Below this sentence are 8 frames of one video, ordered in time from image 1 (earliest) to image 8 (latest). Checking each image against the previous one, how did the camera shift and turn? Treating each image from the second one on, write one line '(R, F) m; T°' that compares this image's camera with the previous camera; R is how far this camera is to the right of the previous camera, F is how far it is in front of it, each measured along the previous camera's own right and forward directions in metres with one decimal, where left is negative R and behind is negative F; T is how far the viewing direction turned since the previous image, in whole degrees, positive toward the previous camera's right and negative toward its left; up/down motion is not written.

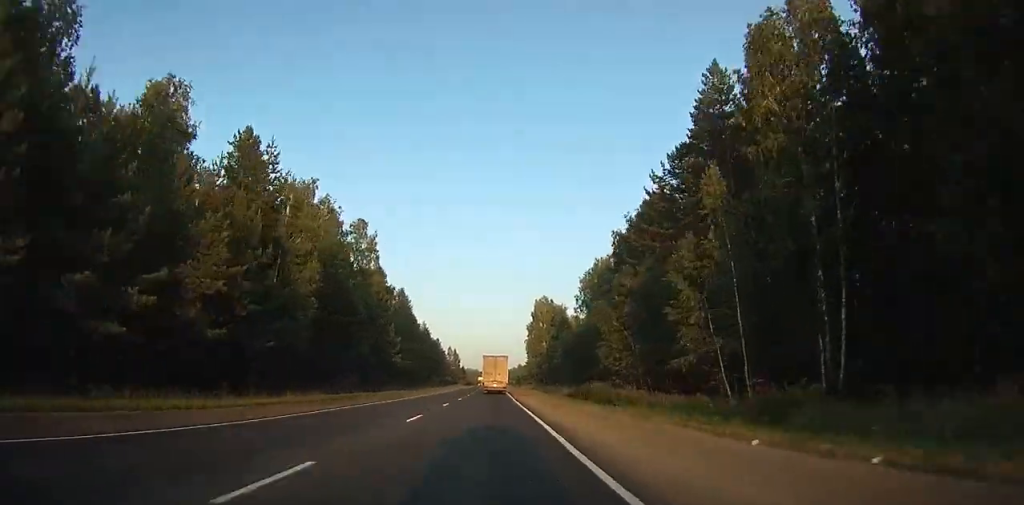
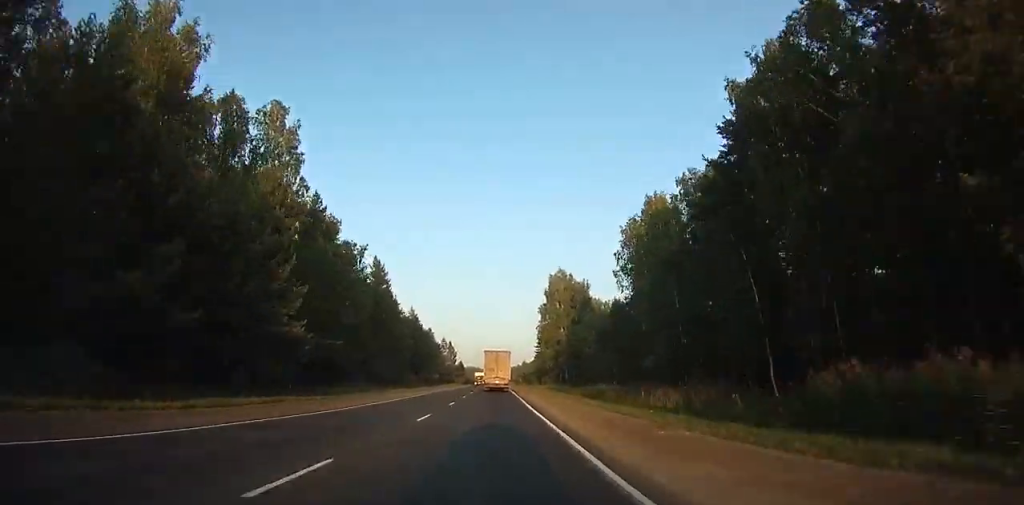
(+0.7, +34.8) m; 0°
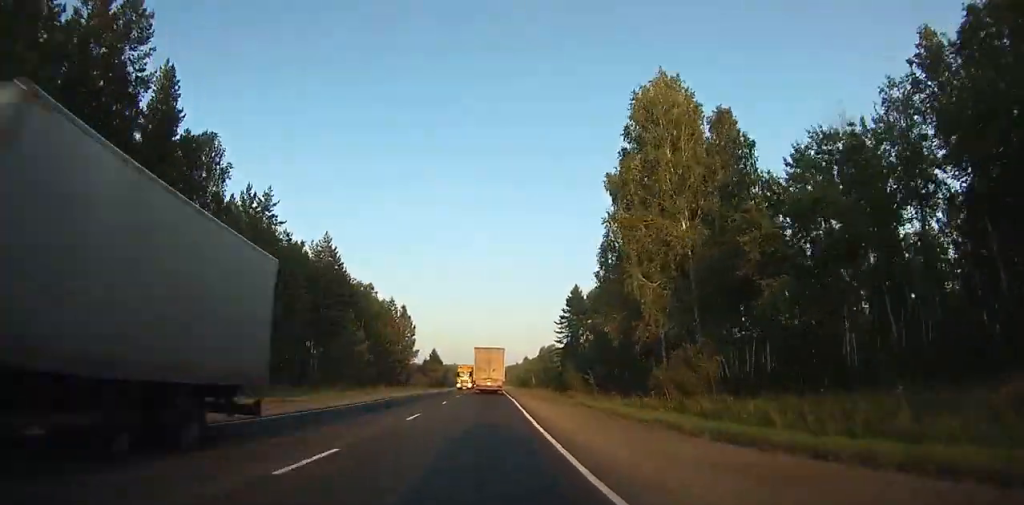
(+1.5, +80.5) m; -2°
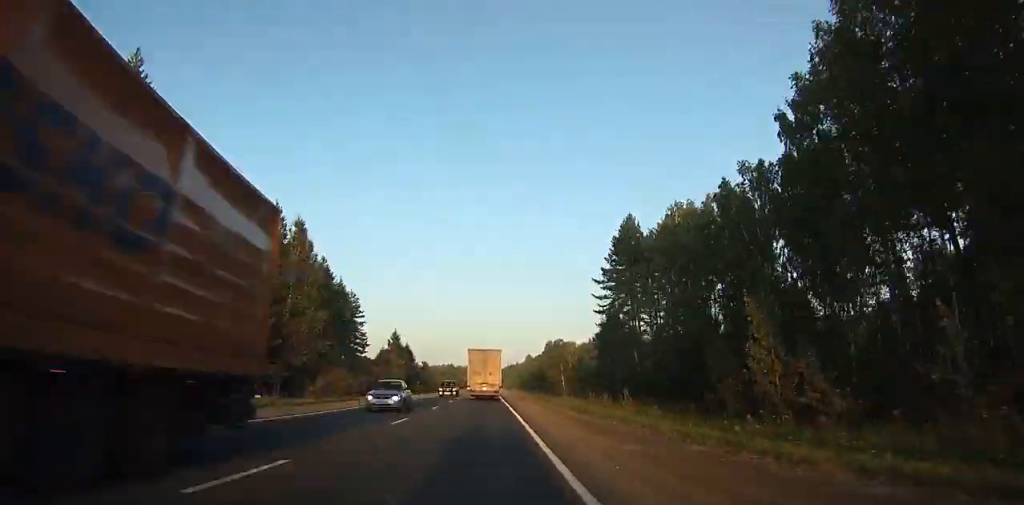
(-3.2, +47.9) m; -2°
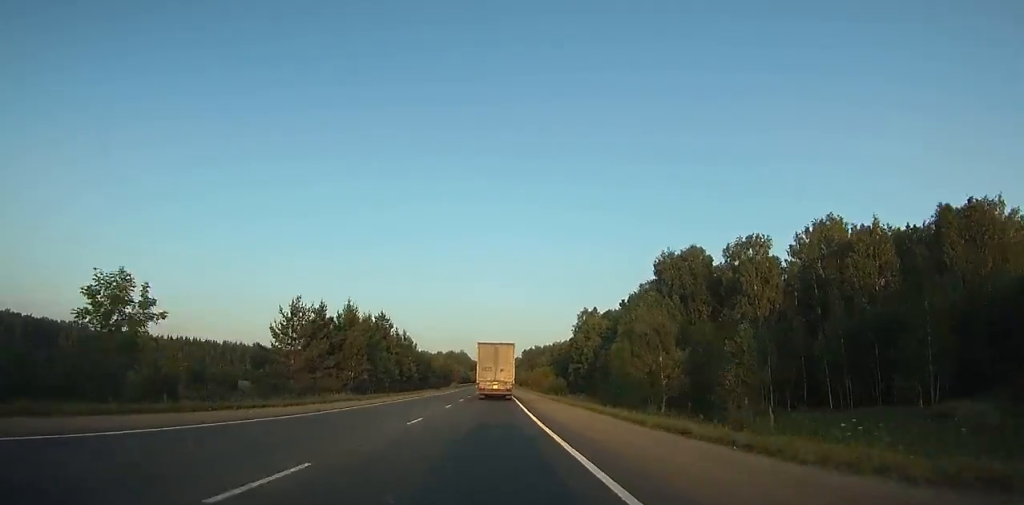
(+7.4, +181.2) m; -1°
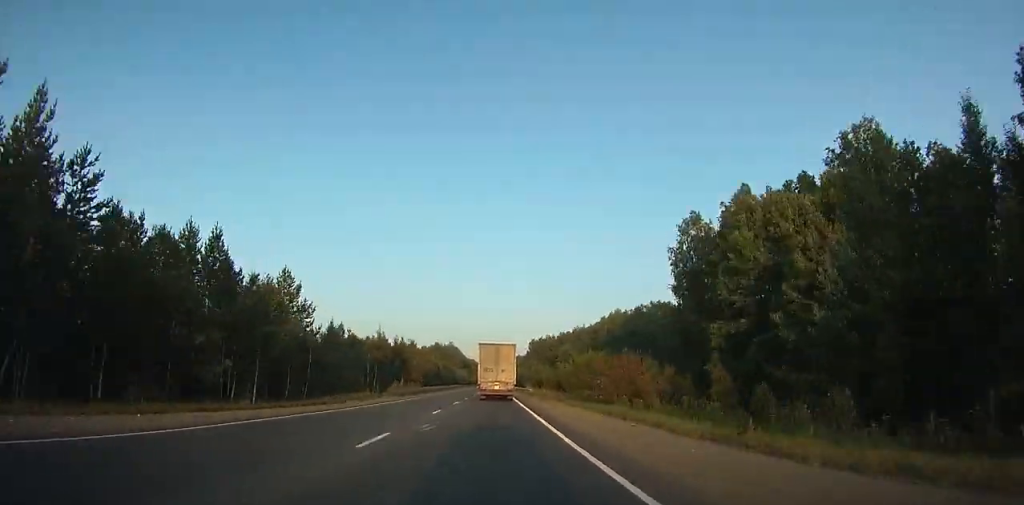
(-3.4, +78.0) m; +4°
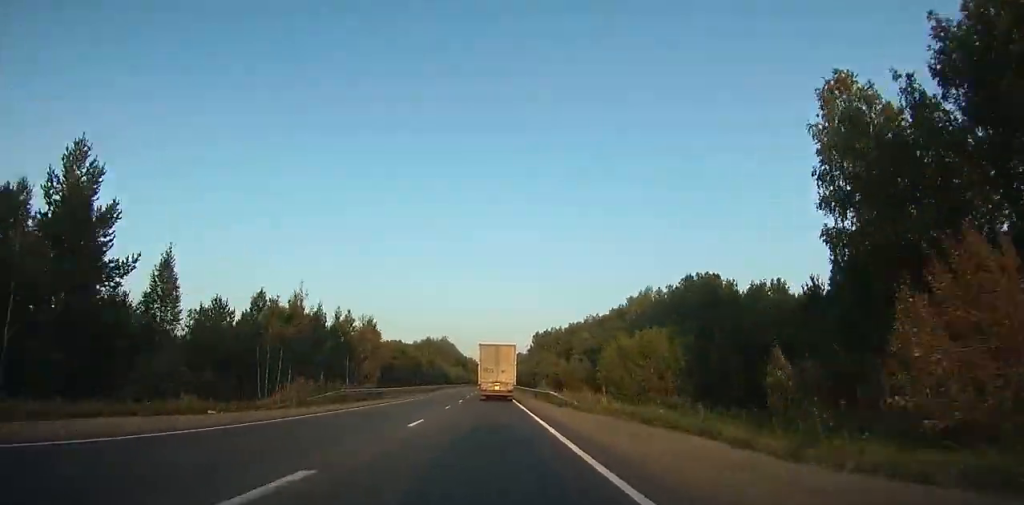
(+4.2, +30.5) m; +2°
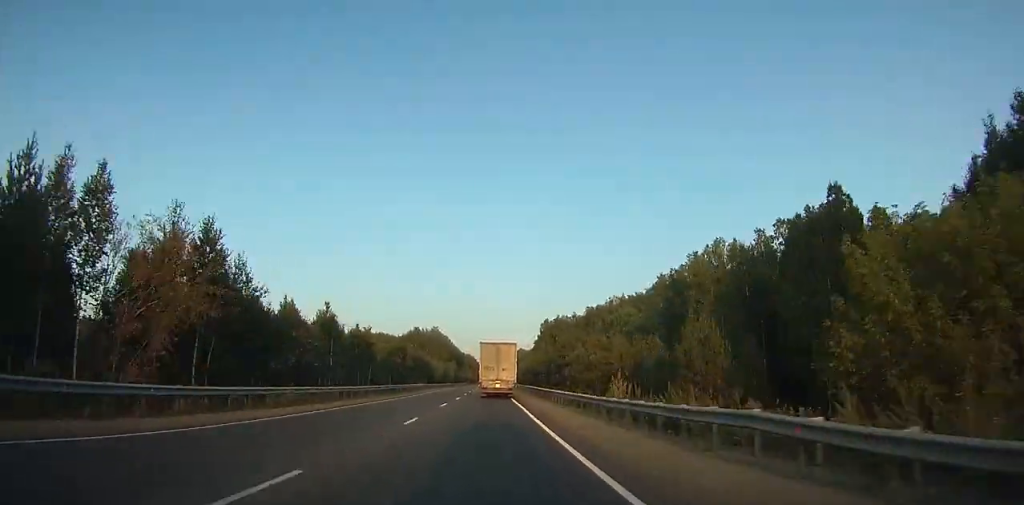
(+2.8, +34.9) m; +1°
